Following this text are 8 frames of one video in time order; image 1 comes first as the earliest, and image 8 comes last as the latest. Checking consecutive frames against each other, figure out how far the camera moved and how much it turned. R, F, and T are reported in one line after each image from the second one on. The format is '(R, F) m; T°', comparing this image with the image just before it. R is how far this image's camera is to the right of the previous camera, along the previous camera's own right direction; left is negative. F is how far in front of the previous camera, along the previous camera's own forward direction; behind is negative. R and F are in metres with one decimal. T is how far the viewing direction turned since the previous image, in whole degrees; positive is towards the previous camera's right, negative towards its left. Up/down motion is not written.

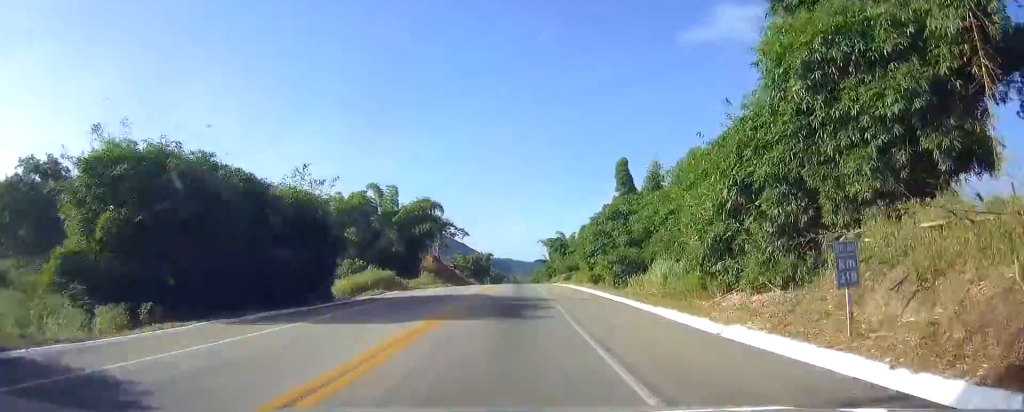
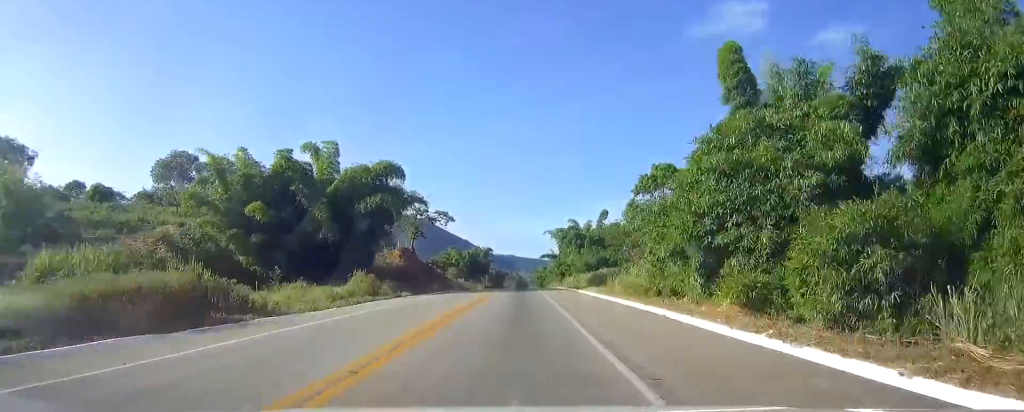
(0.0, +35.5) m; 0°
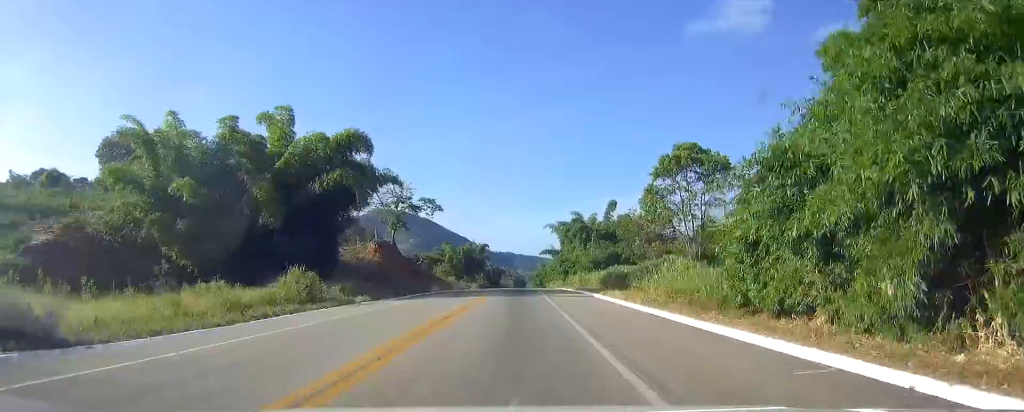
(-0.1, +13.7) m; 0°
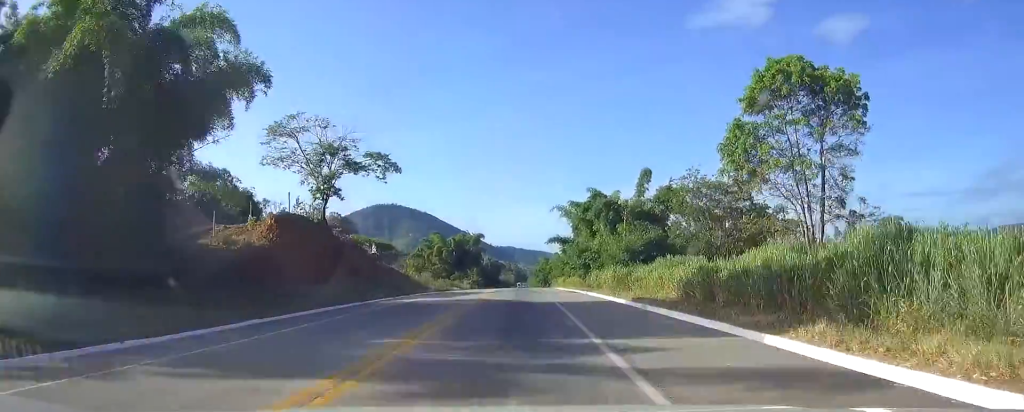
(-0.1, +31.3) m; 0°
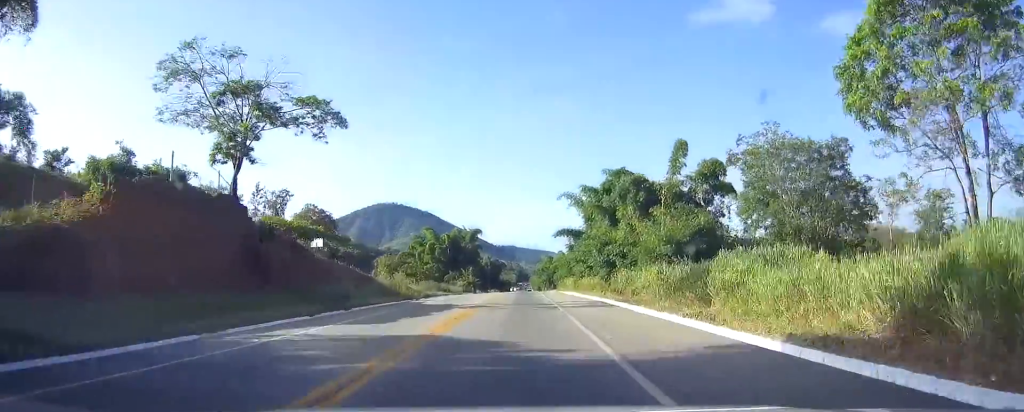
(0.0, +18.5) m; 0°
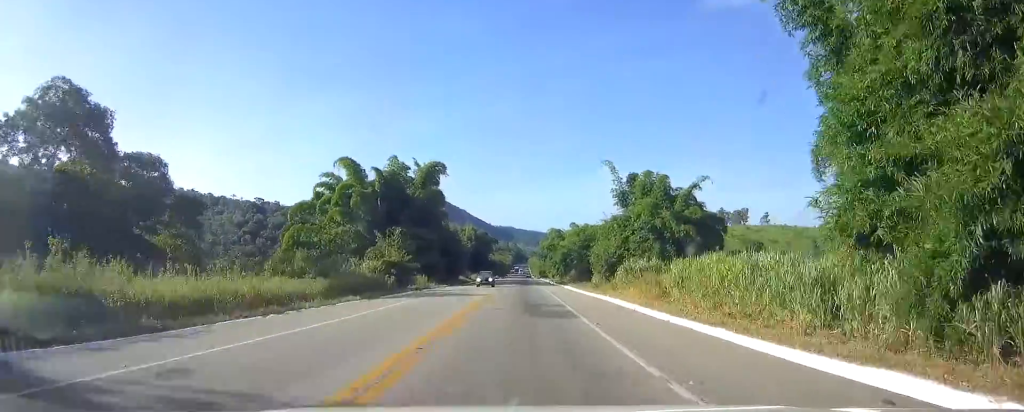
(+0.2, +79.1) m; 0°
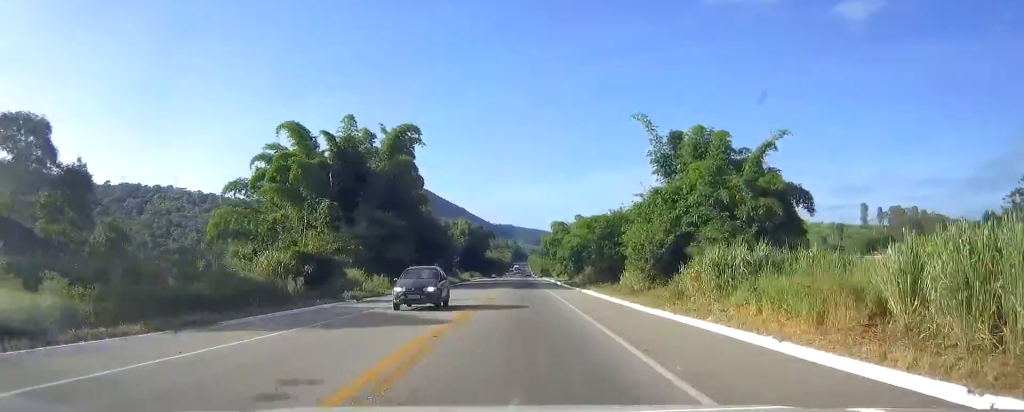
(+0.1, +21.8) m; 0°
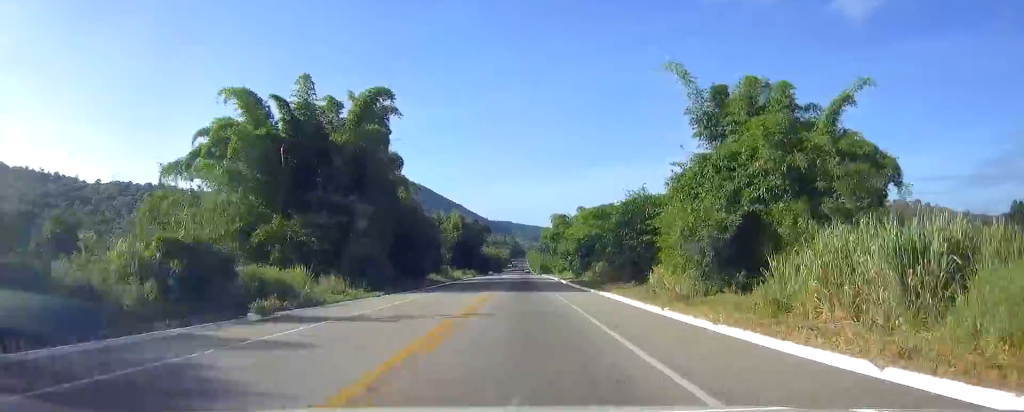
(+0.1, +13.0) m; 0°
